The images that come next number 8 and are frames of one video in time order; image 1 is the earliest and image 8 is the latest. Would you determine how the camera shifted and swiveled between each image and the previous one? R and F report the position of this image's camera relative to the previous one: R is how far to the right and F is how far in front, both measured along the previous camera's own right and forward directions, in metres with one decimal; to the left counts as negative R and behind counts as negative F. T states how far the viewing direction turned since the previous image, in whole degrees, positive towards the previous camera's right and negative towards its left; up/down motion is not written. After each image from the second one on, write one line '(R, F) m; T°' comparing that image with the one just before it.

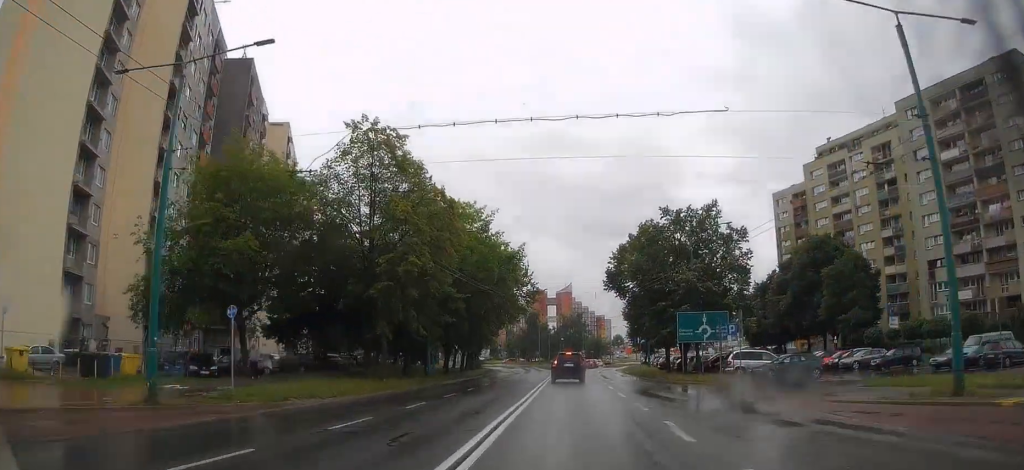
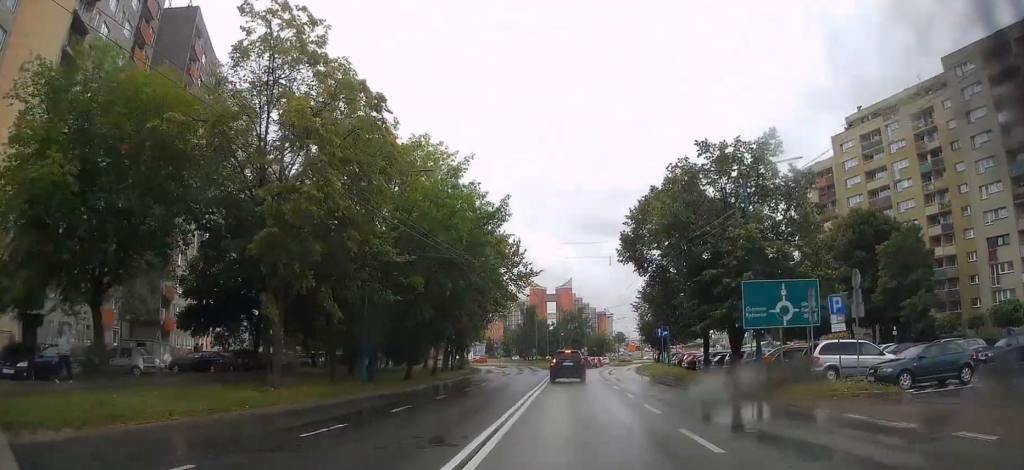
(0.0, +12.2) m; 0°
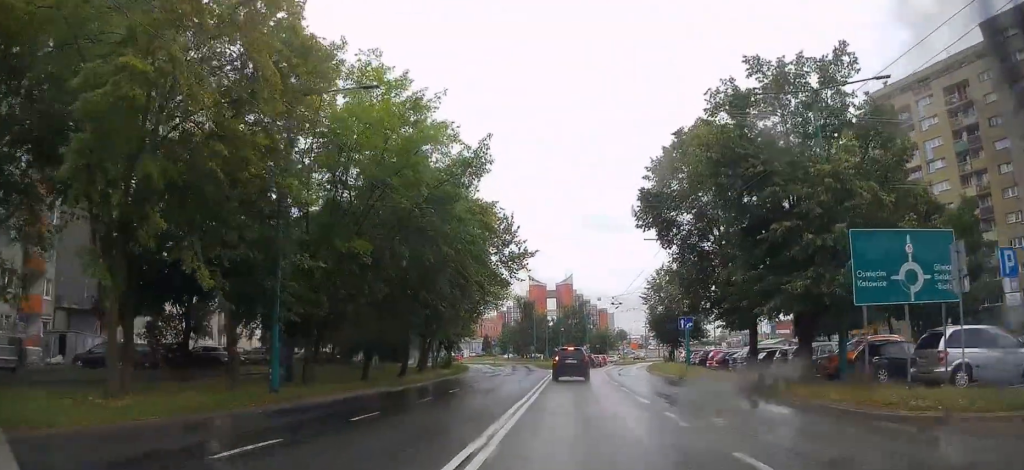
(0.0, +8.4) m; 0°
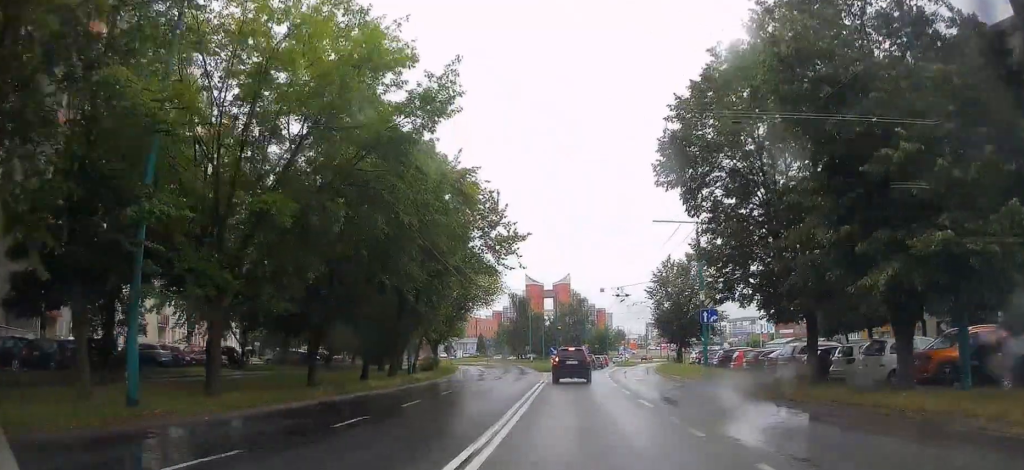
(0.0, +6.8) m; 0°
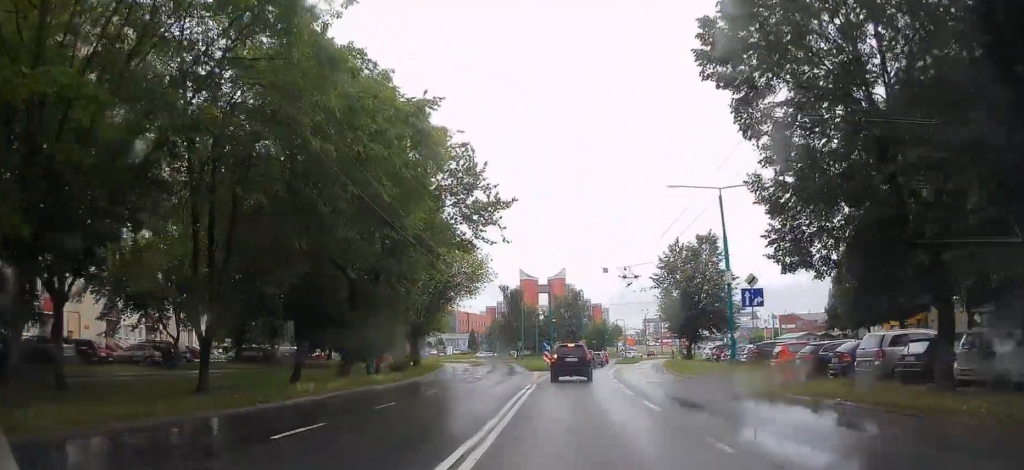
(0.0, +8.1) m; 0°
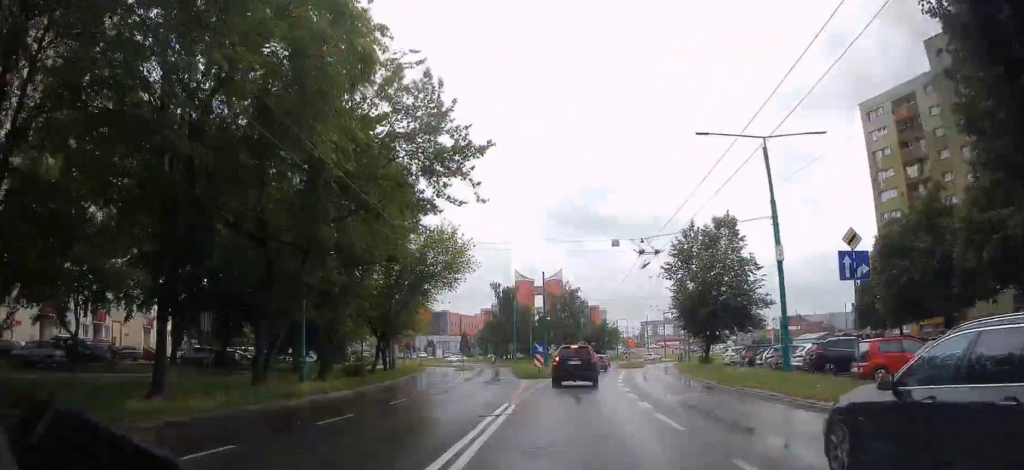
(+0.1, +8.7) m; 0°
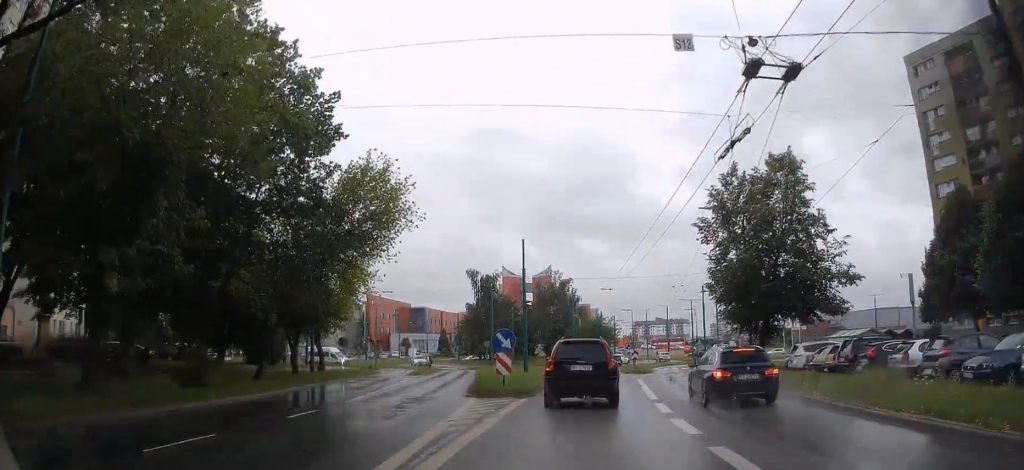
(-0.2, +14.2) m; +1°
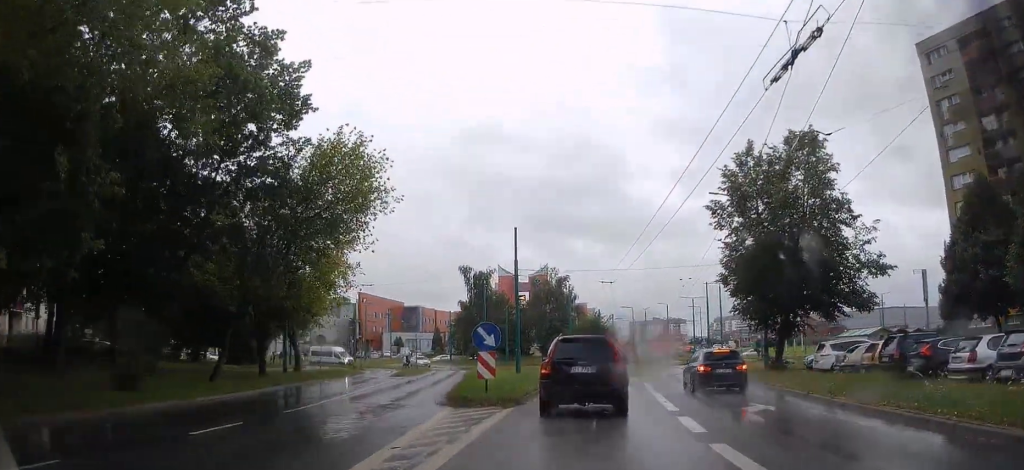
(0.0, +3.2) m; +2°
